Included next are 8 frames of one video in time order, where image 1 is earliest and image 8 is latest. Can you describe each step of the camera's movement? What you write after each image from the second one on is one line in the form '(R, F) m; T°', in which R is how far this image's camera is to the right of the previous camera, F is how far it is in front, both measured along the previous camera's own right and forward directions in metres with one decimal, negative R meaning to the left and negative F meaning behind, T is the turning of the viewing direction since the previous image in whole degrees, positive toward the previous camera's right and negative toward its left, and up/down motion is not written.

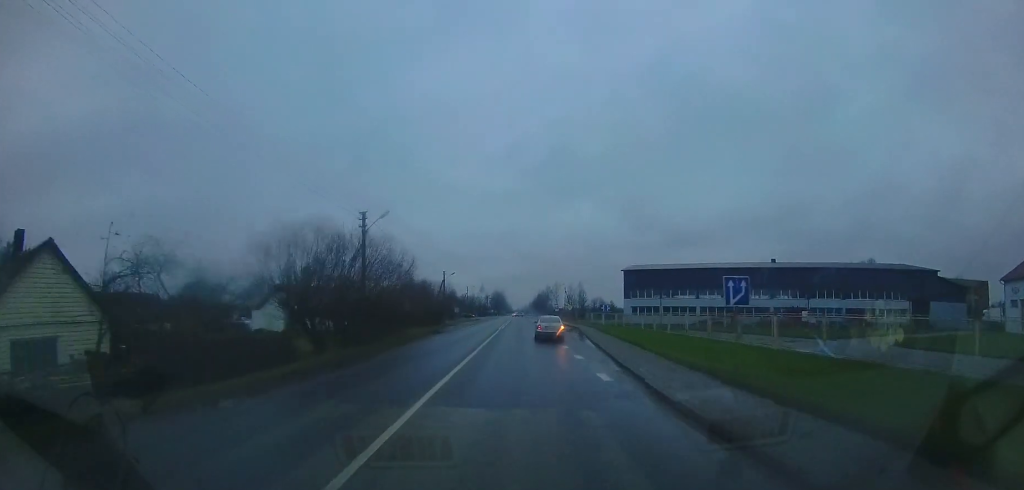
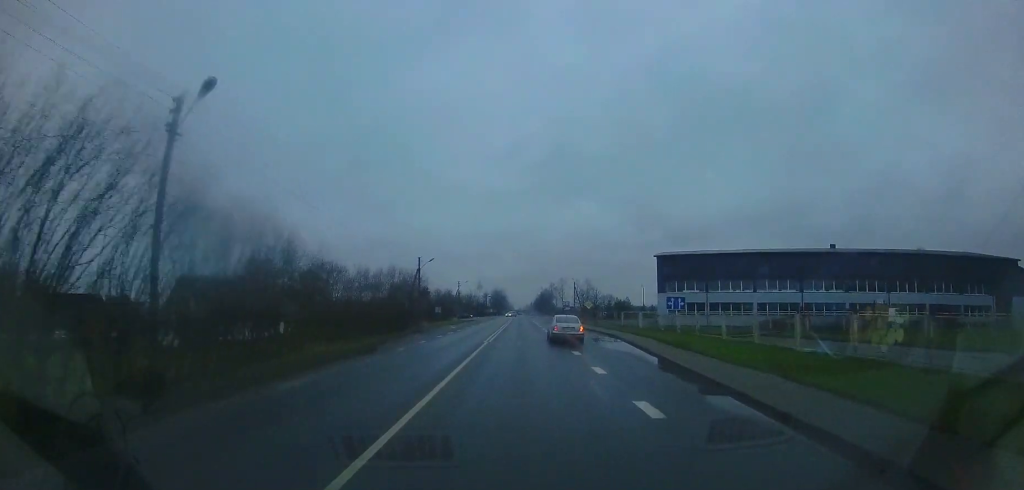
(0.0, +15.2) m; 0°
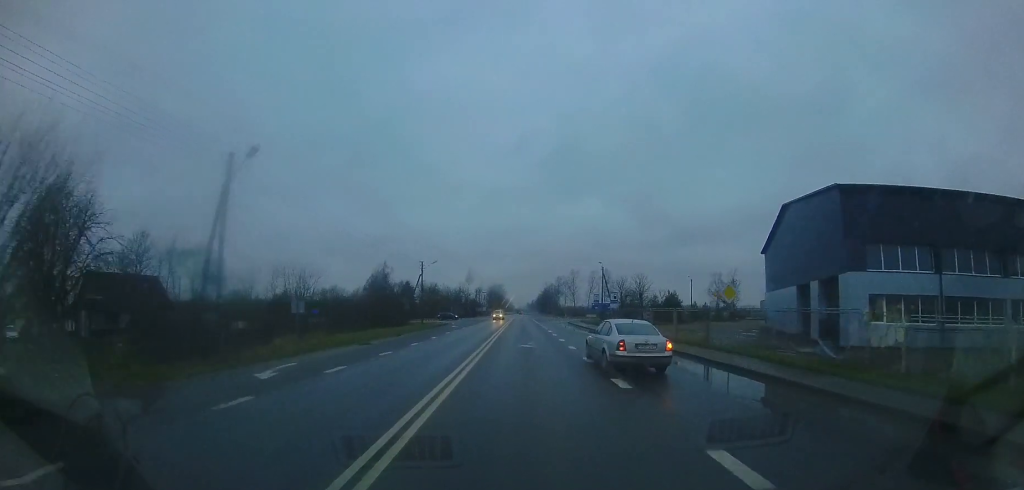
(-0.4, +30.3) m; 0°
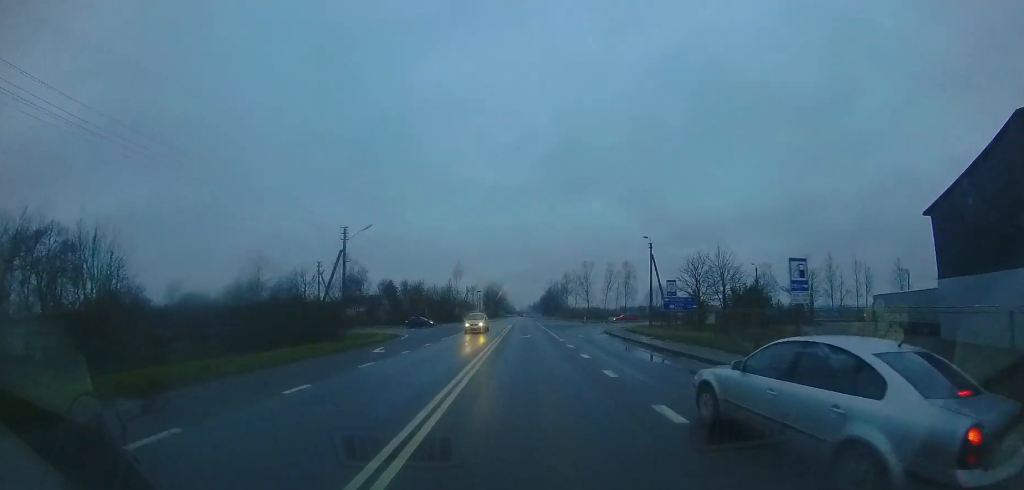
(+0.5, +22.2) m; 0°
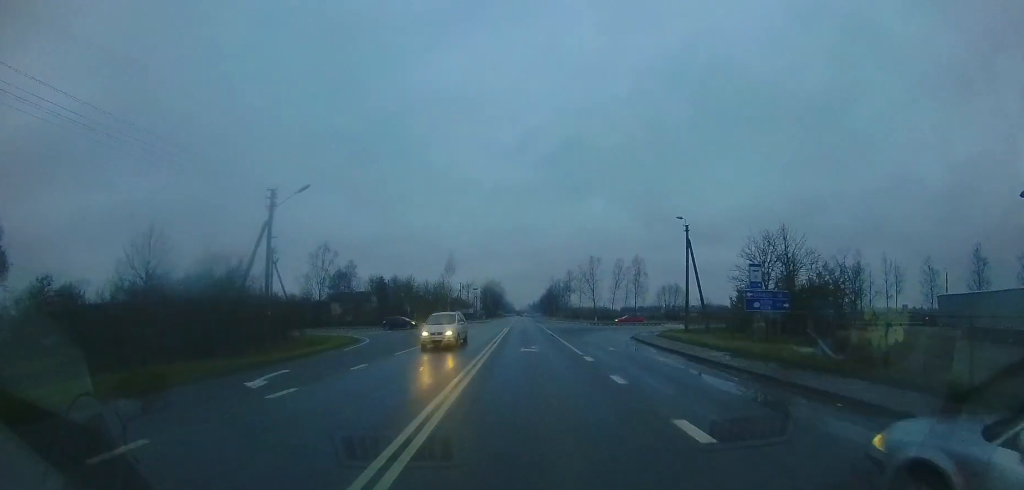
(+0.1, +8.6) m; -1°
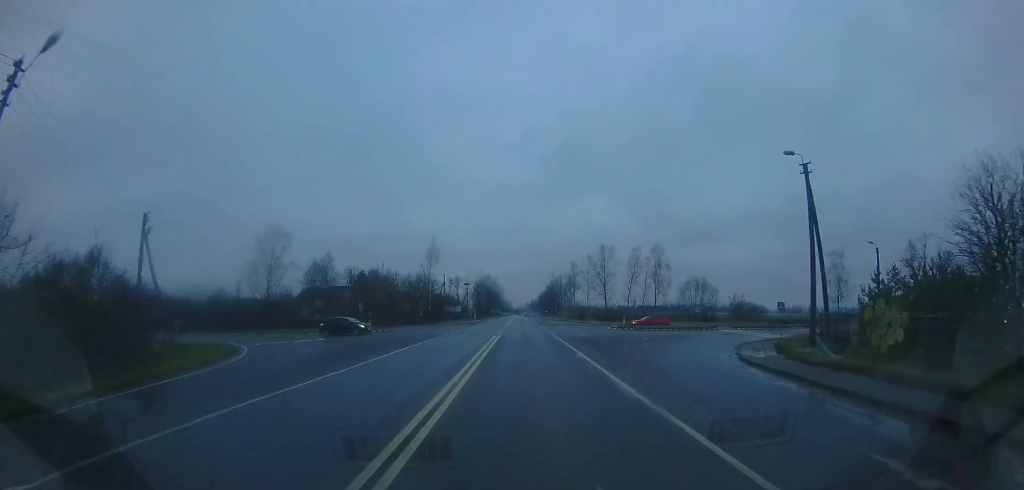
(-0.6, +13.9) m; -1°
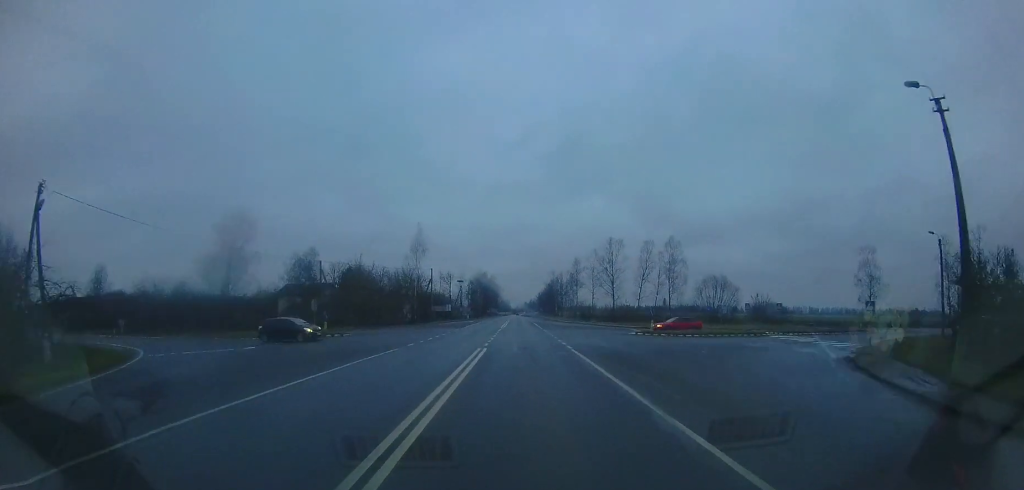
(+0.2, +7.8) m; +1°
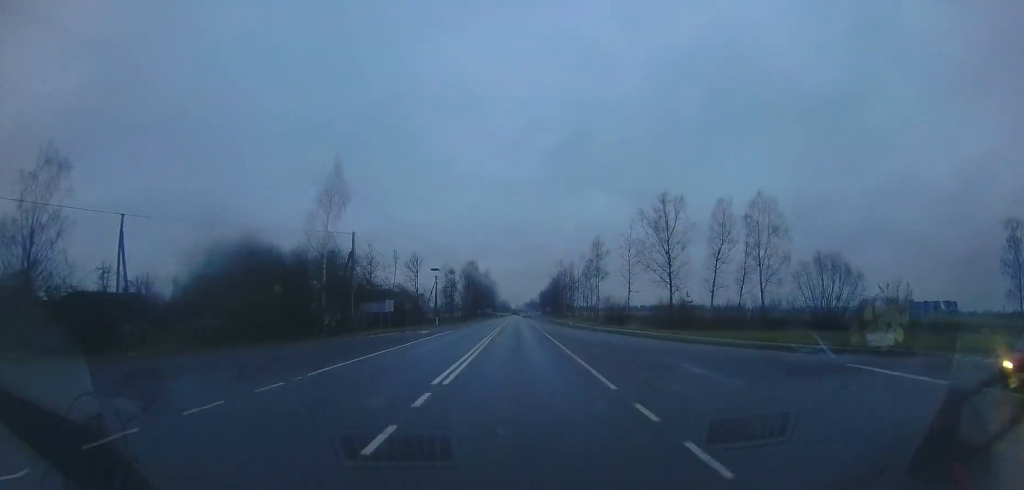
(+0.8, +26.1) m; +2°
